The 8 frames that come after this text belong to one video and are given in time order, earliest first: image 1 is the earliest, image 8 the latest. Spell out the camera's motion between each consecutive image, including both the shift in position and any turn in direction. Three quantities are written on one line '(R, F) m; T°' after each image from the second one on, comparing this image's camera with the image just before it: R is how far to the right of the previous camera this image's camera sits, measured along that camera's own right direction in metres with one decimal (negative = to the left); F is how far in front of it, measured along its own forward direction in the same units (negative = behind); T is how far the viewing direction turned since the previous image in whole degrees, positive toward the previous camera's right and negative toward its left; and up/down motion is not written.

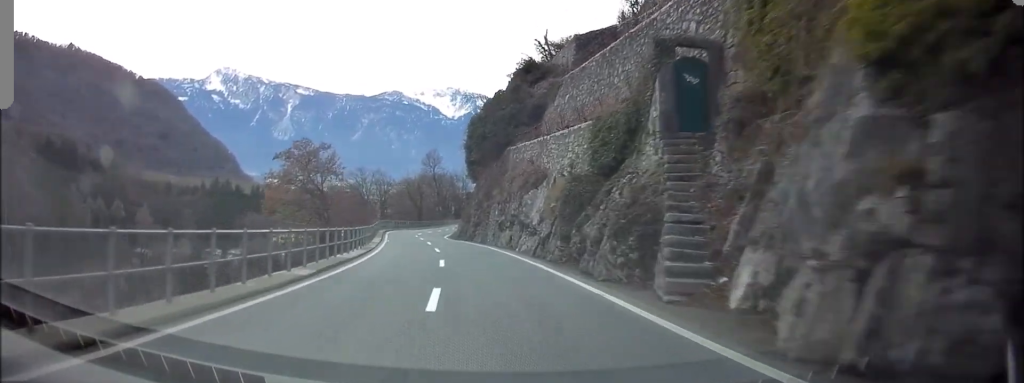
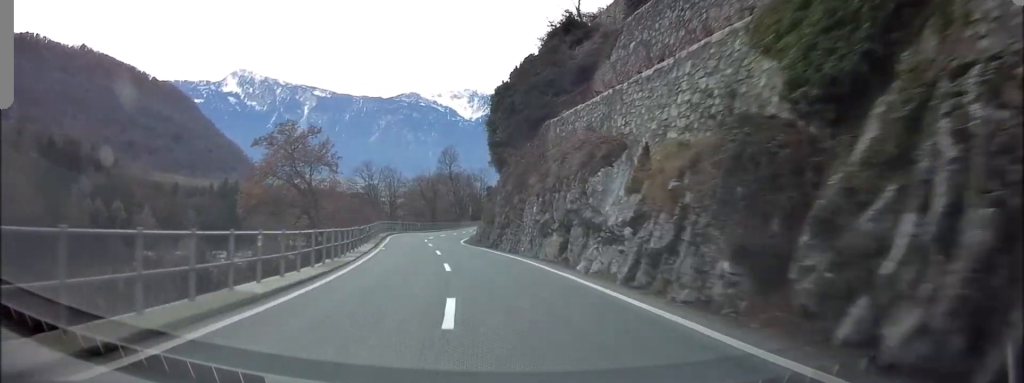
(0.0, +10.6) m; -2°
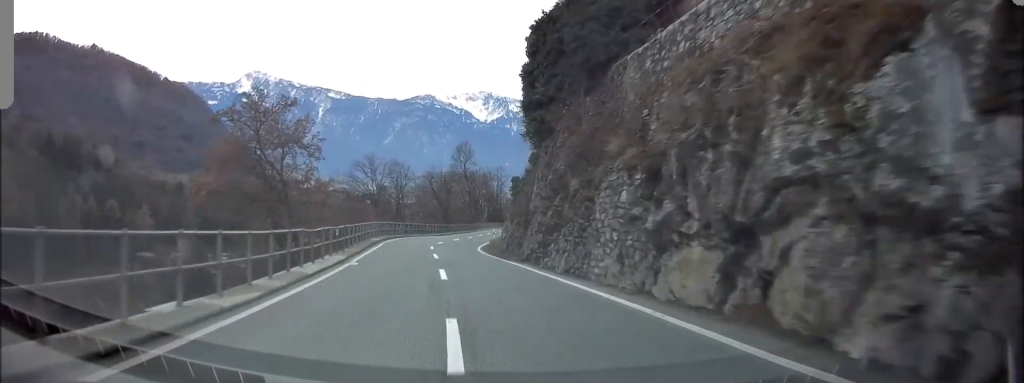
(-0.2, +11.2) m; -3°
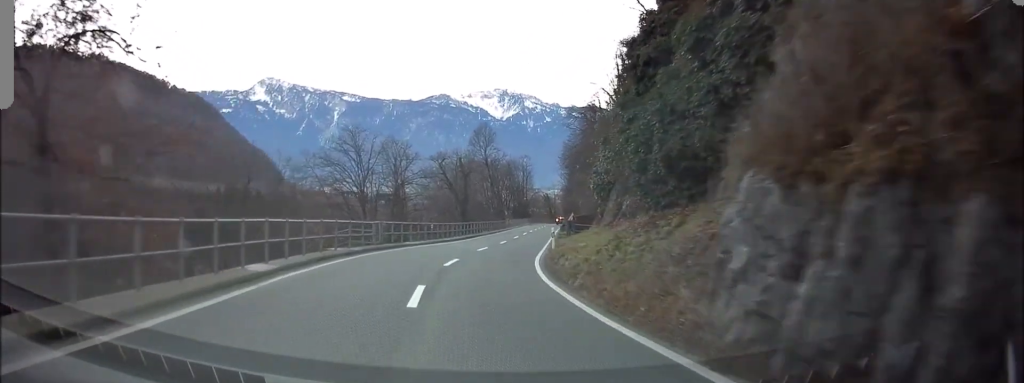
(-0.8, +22.3) m; -1°
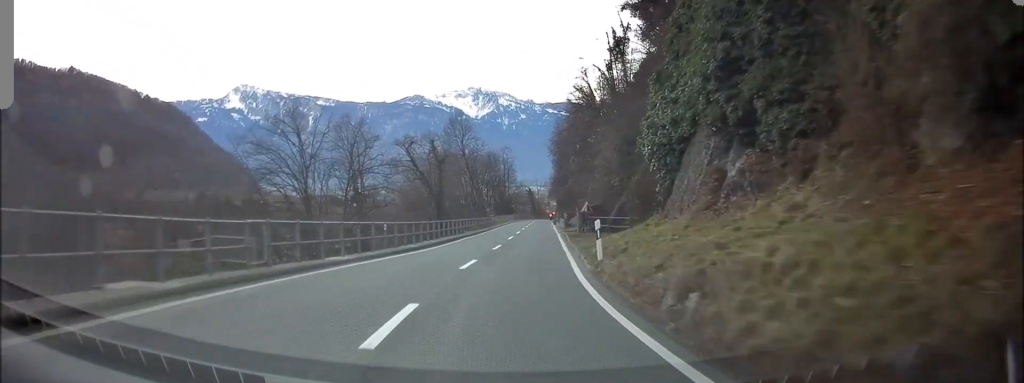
(+0.1, +12.2) m; +1°
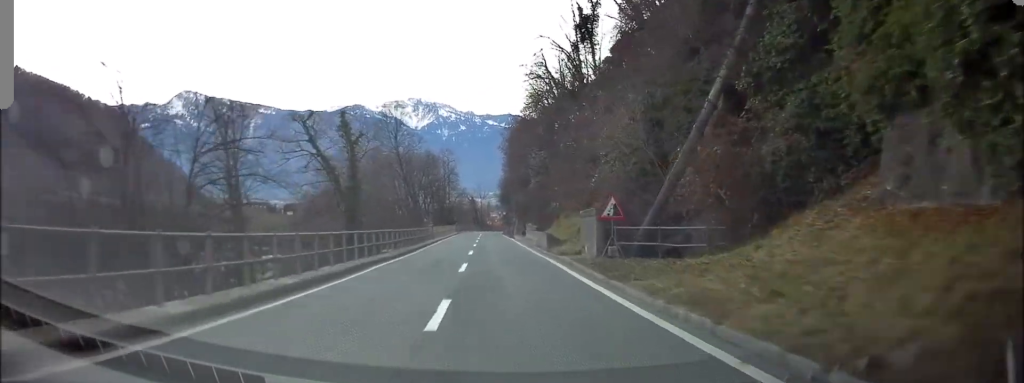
(+0.2, +16.2) m; +2°
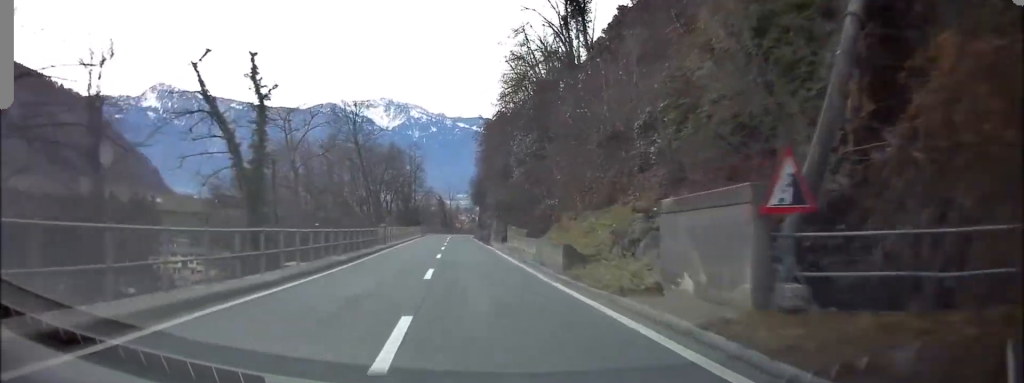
(+0.1, +10.5) m; +1°
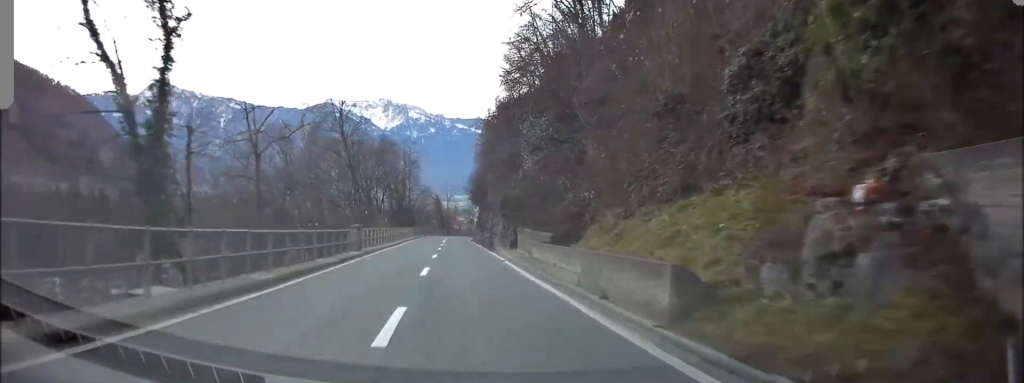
(+0.1, +7.8) m; +1°
